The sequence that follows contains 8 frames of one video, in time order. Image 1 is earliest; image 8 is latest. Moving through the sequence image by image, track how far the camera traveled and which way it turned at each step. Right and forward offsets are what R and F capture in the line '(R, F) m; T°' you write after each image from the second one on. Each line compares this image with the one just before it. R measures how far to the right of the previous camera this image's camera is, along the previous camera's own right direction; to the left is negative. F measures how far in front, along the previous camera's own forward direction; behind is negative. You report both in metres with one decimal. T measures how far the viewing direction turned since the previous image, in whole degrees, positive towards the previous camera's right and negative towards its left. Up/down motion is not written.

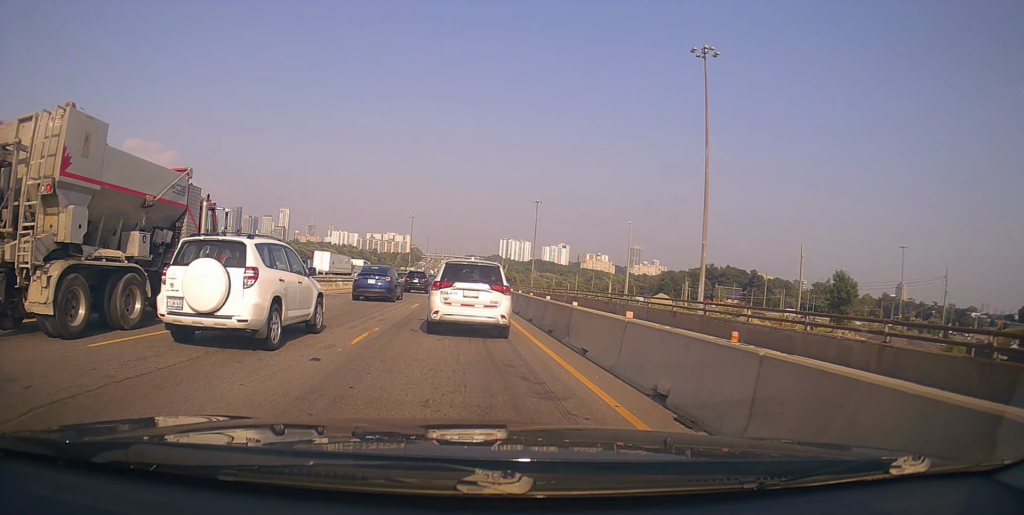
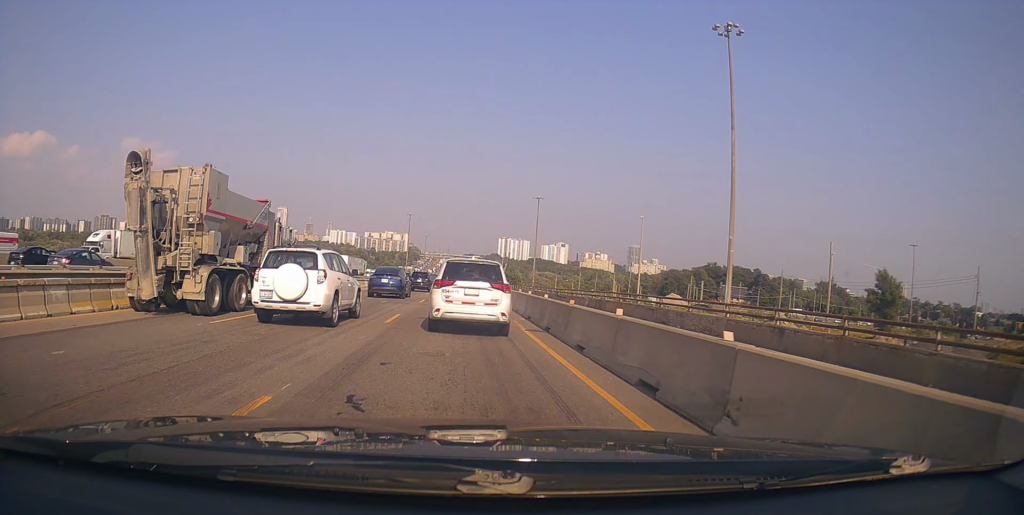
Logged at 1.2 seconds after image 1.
(+0.3, +7.7) m; +3°
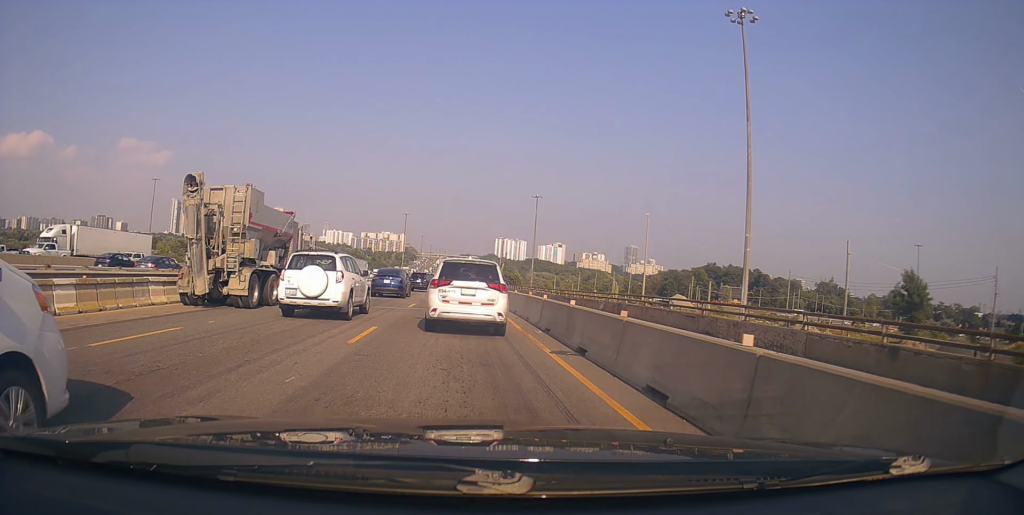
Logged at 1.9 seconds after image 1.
(0.0, +4.3) m; 0°
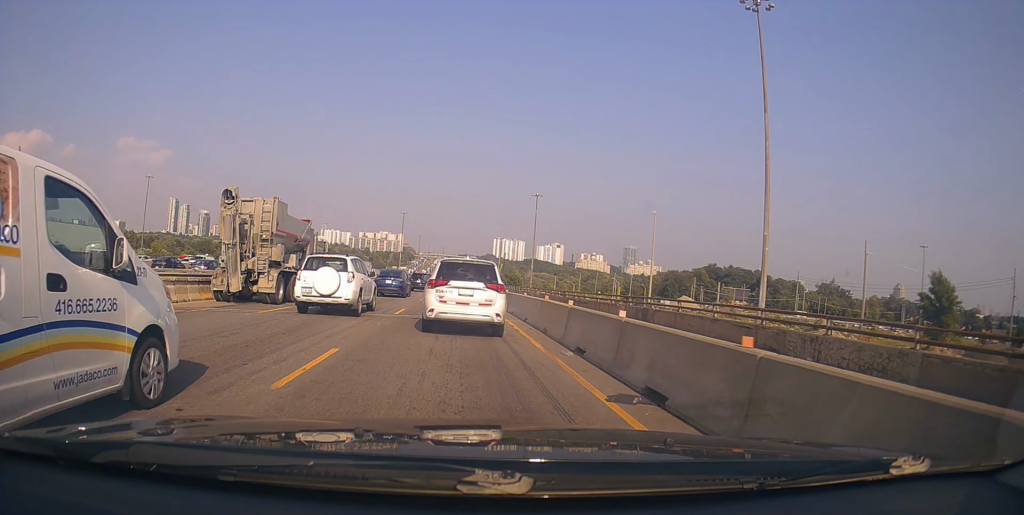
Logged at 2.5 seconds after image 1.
(0.0, +3.9) m; 0°
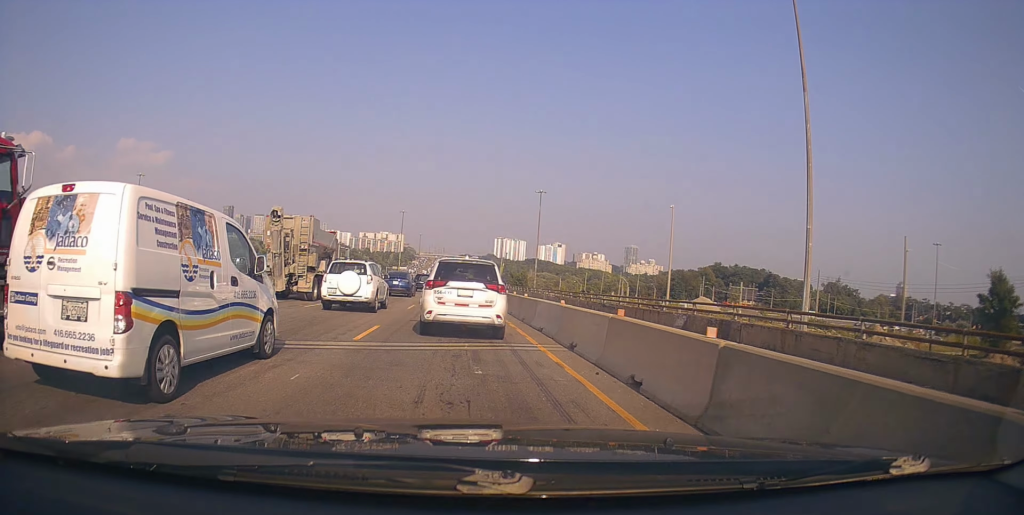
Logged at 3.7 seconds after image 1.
(-0.1, +7.1) m; -5°
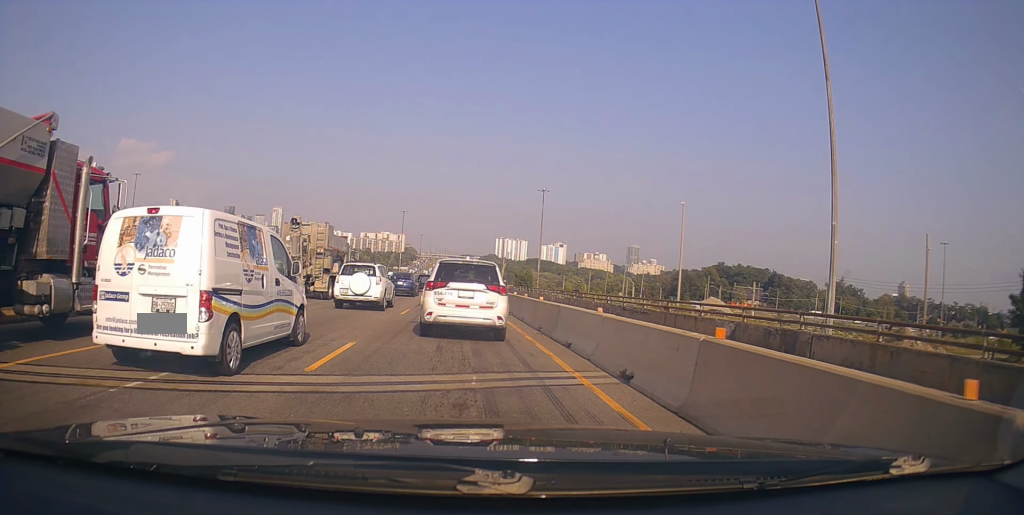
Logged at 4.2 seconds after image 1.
(-0.3, +3.6) m; 0°
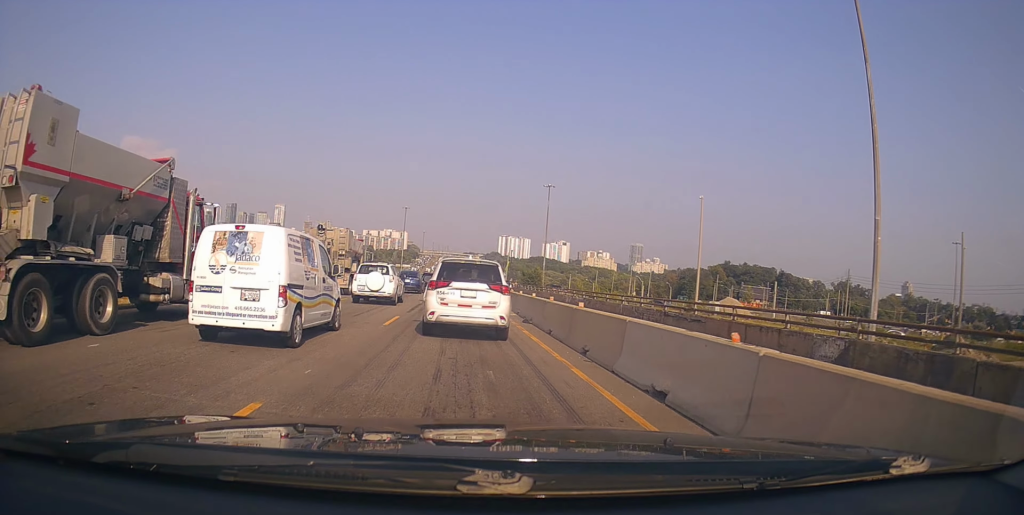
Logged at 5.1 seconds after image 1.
(+0.1, +5.3) m; 0°
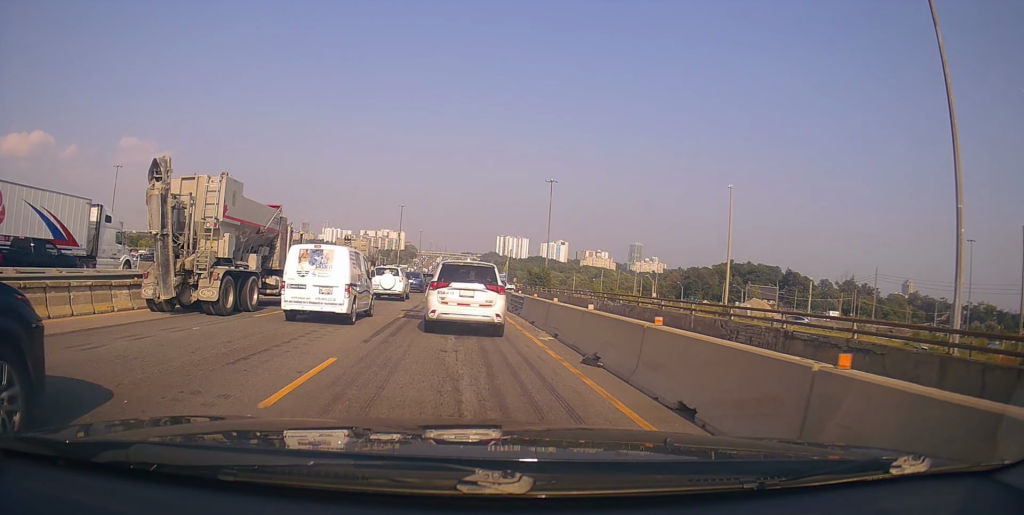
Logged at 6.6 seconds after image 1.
(-0.3, +8.9) m; +1°
